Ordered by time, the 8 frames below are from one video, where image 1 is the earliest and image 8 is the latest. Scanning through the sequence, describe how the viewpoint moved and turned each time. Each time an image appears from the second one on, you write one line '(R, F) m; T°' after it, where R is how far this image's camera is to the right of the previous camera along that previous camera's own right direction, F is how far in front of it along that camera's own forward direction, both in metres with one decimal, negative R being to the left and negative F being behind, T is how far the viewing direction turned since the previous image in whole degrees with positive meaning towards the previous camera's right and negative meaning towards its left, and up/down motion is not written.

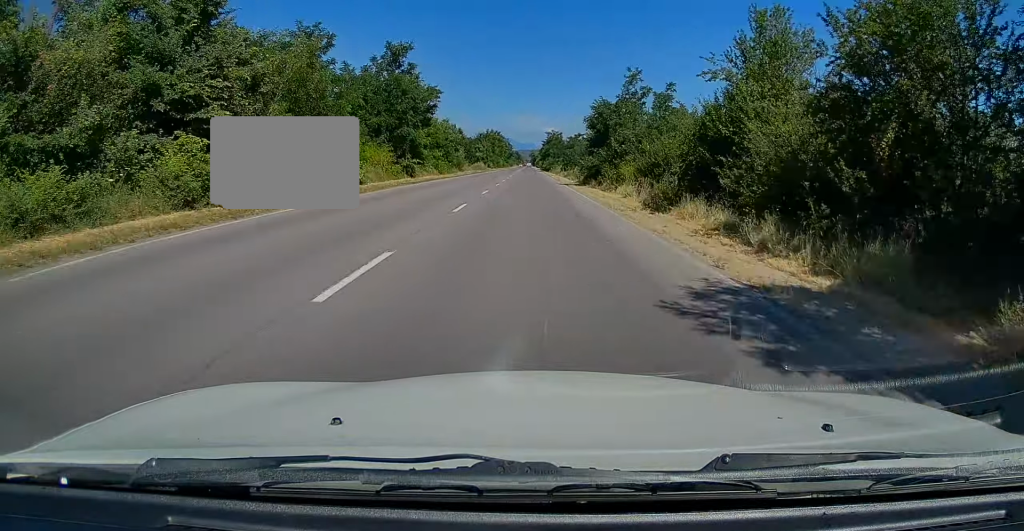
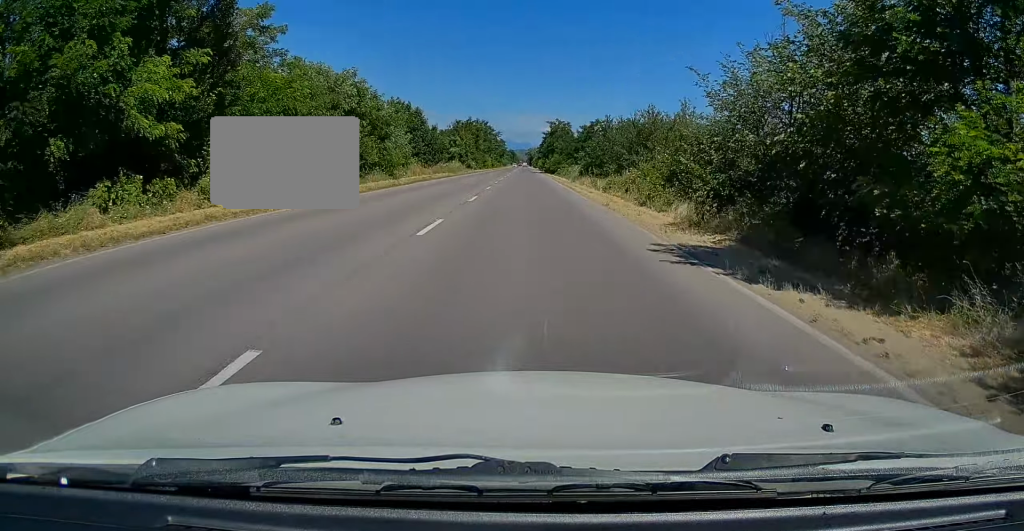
(-0.6, +34.5) m; -1°
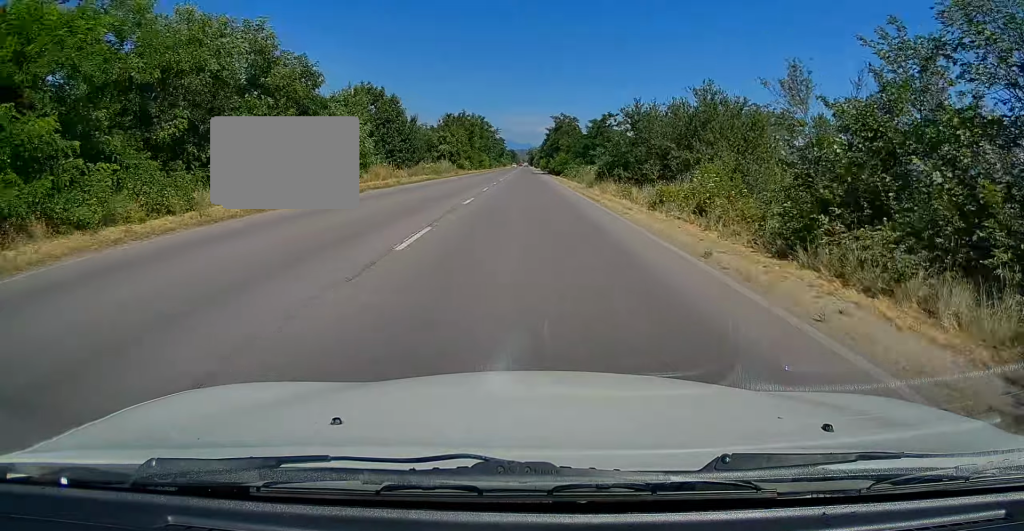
(+0.1, +11.5) m; 0°
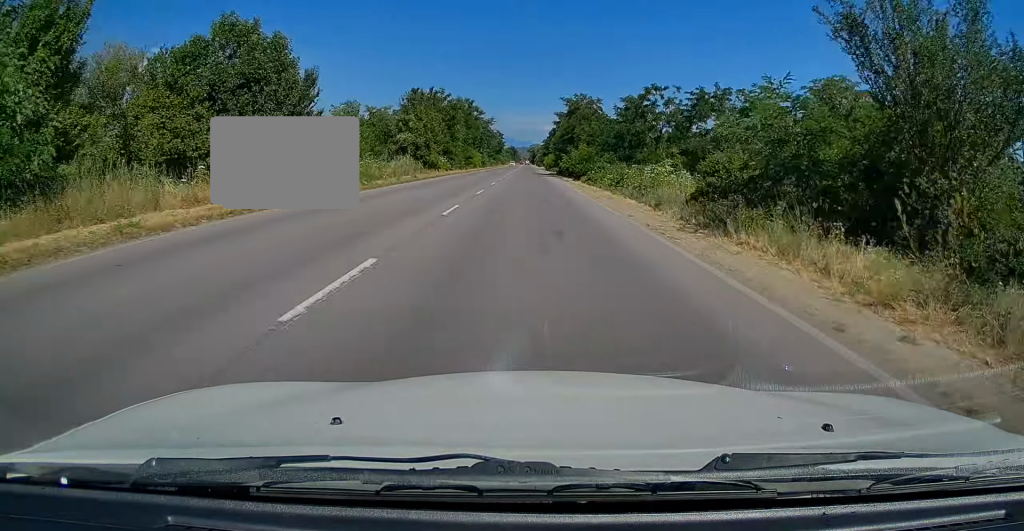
(-0.1, +23.9) m; 0°
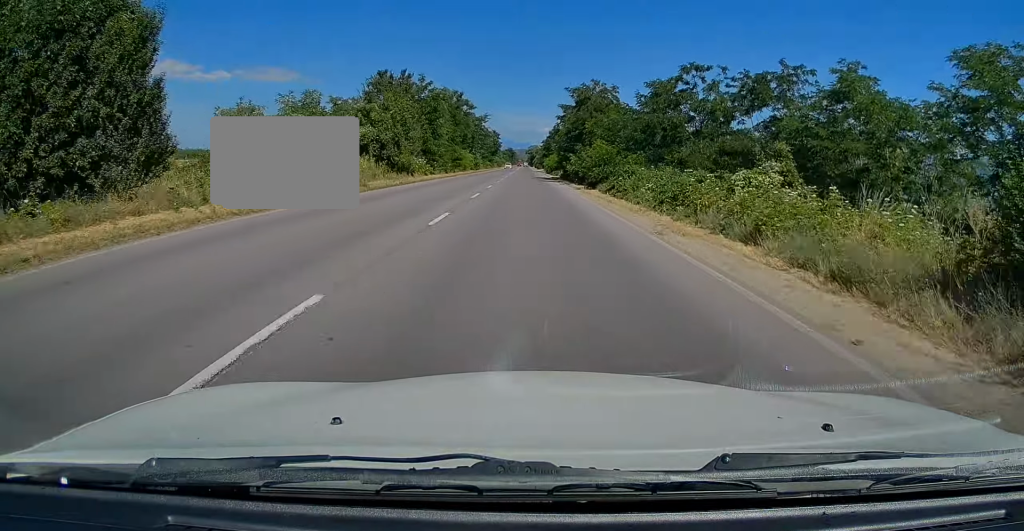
(0.0, +11.6) m; 0°
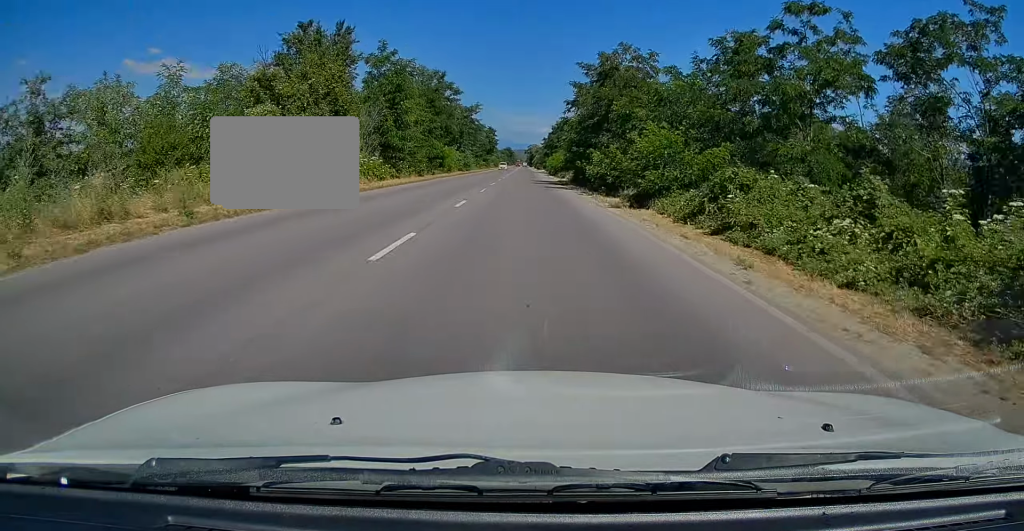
(0.0, +14.7) m; +1°
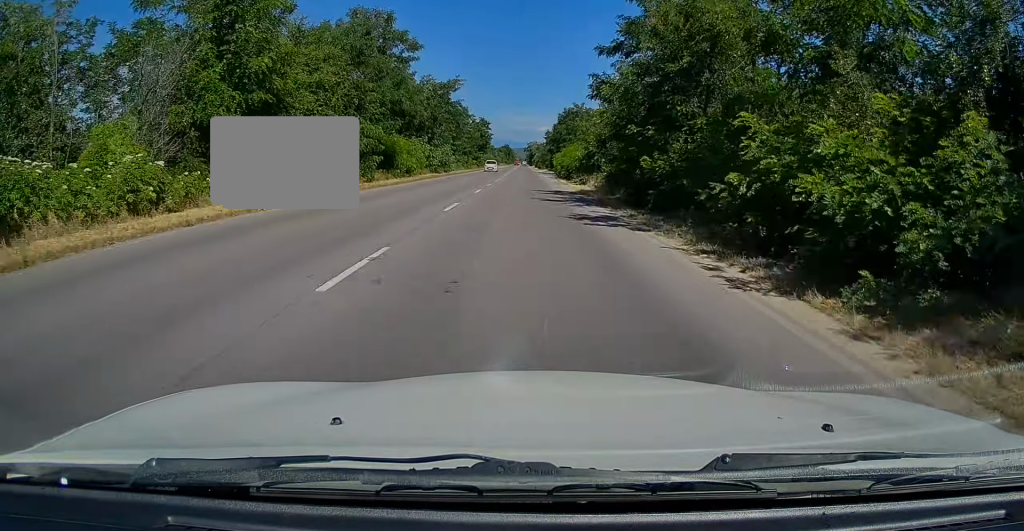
(+0.3, +21.6) m; 0°
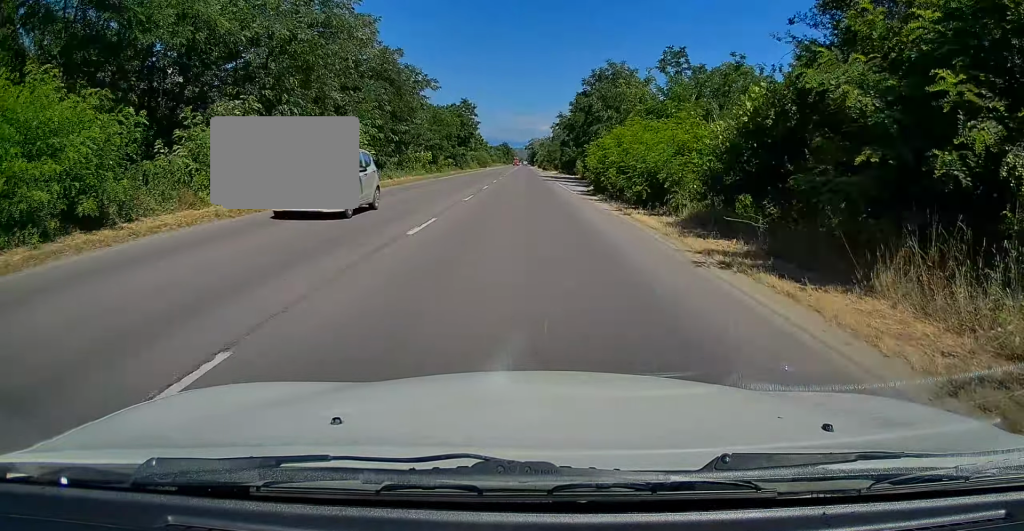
(-0.4, +32.9) m; -1°
